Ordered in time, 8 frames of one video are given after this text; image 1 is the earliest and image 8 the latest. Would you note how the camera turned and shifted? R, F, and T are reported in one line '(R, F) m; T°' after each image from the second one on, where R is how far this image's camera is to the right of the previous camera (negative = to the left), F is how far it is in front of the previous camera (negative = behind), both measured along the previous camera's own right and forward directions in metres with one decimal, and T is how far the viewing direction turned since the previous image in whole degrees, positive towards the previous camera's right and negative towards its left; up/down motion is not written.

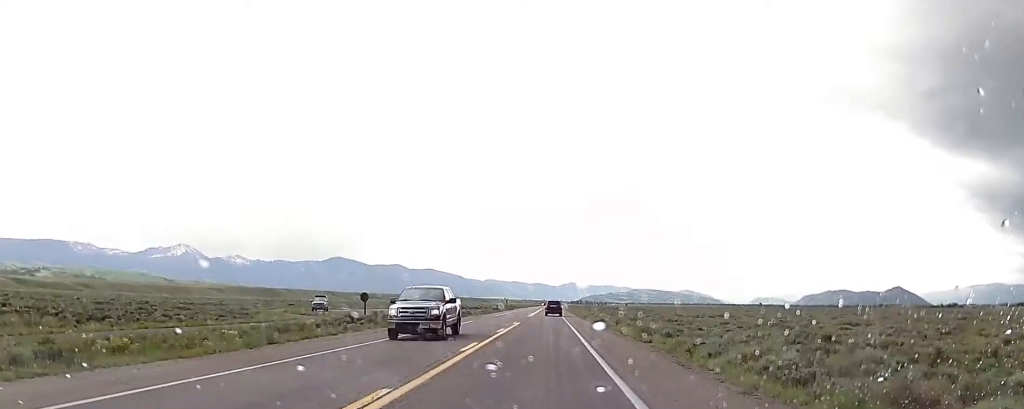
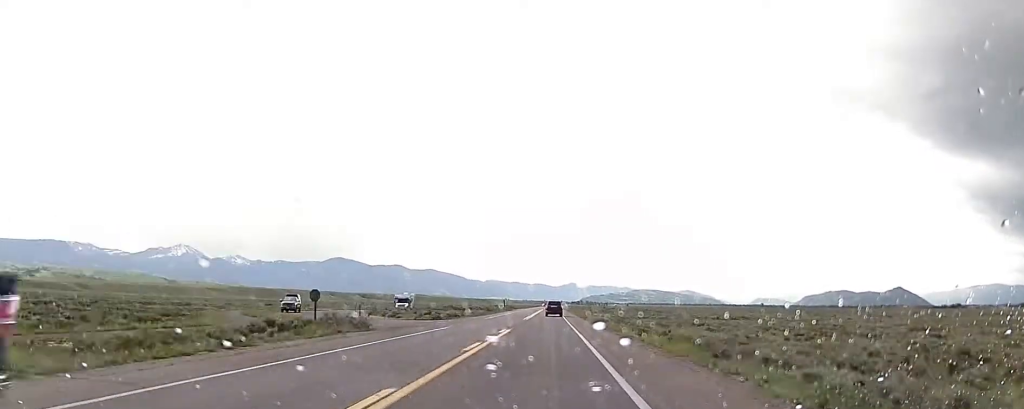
(+0.2, +12.1) m; +1°
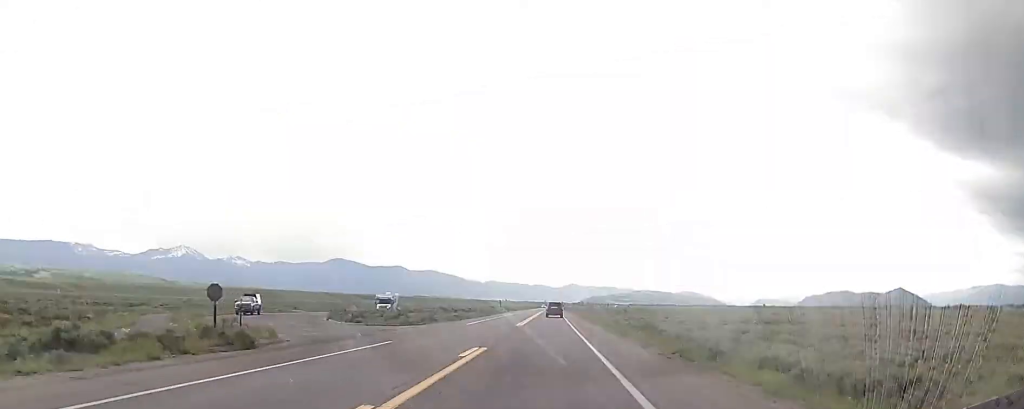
(+0.1, +13.7) m; 0°
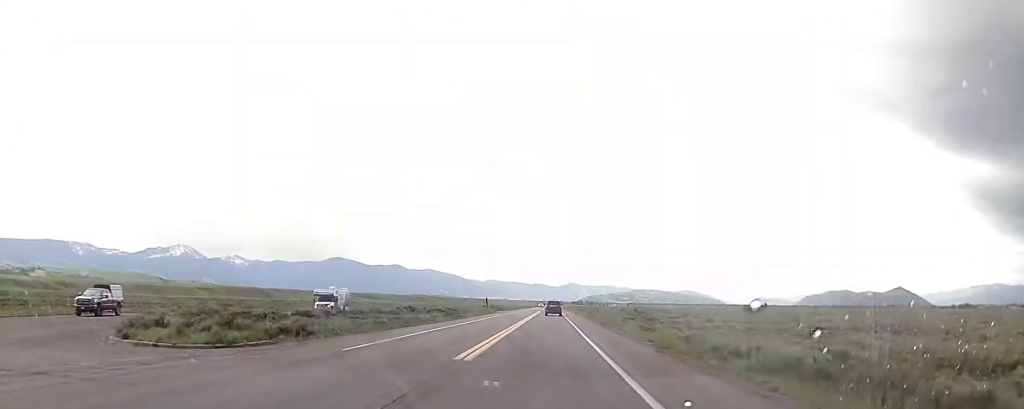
(-0.2, +28.3) m; -1°
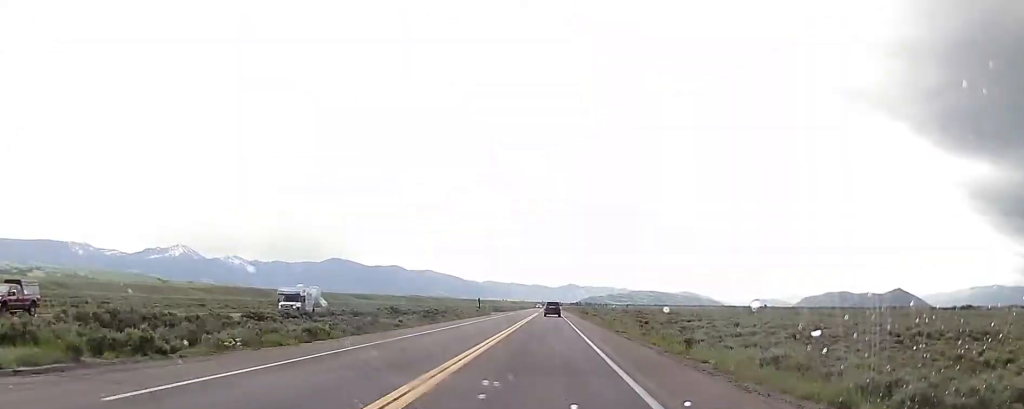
(-0.1, +10.5) m; 0°
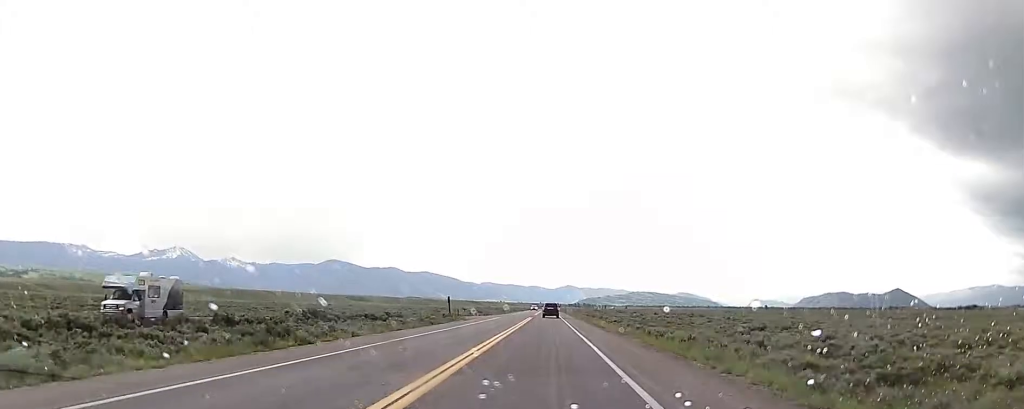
(-0.1, +29.2) m; +1°
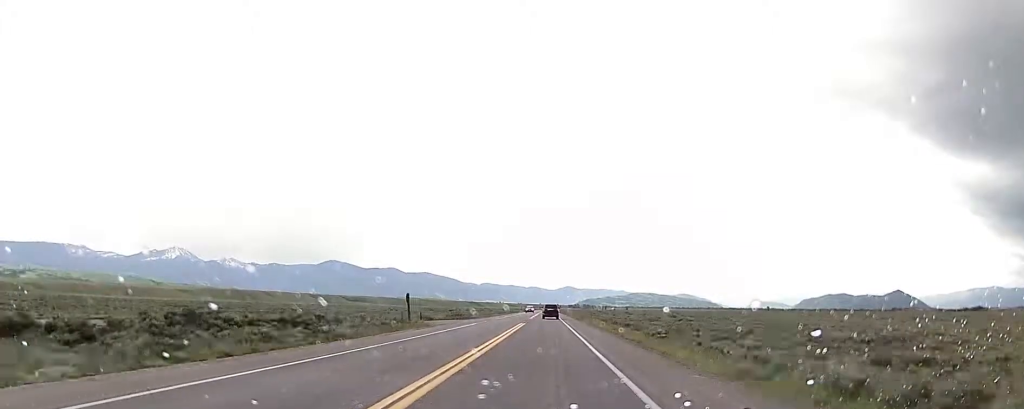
(+0.3, +21.2) m; +1°
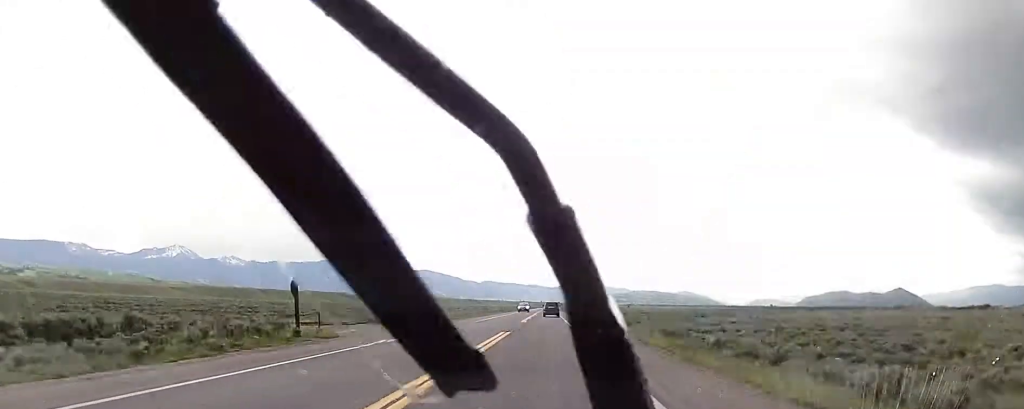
(+0.1, +24.0) m; 0°
